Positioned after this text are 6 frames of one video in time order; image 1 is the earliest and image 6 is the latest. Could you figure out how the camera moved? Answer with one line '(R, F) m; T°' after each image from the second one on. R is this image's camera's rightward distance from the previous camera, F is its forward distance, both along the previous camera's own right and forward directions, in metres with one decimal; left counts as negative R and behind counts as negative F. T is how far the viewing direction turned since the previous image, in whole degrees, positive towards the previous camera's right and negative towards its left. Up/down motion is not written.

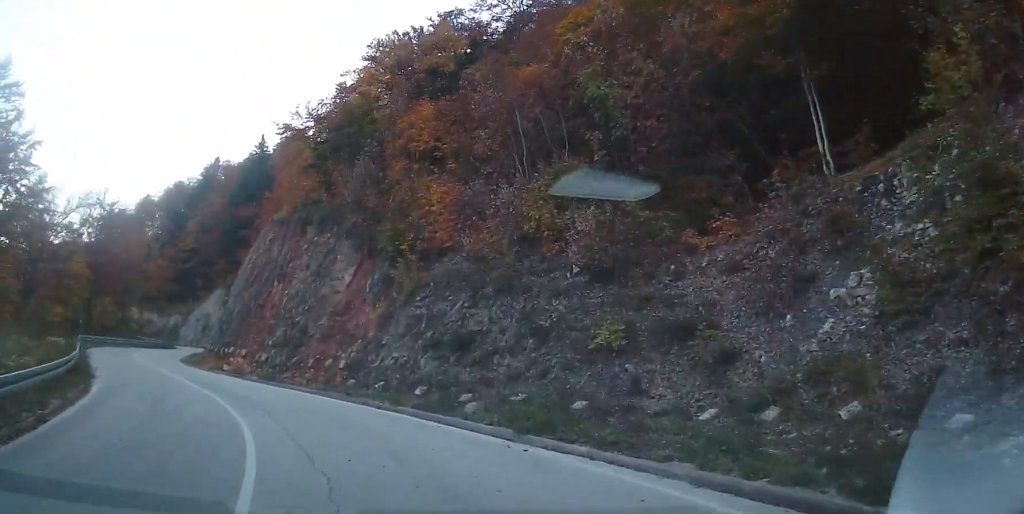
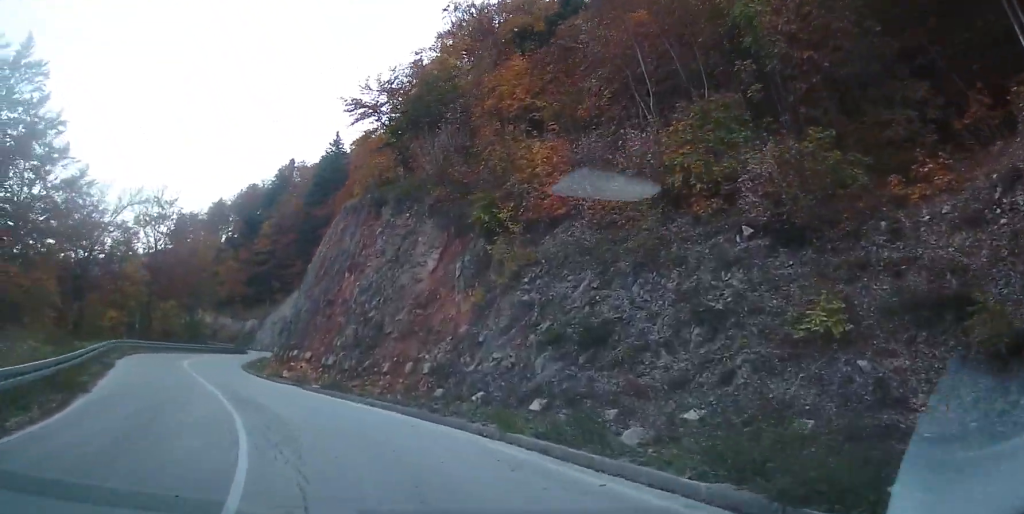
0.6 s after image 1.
(-0.3, +5.2) m; -7°
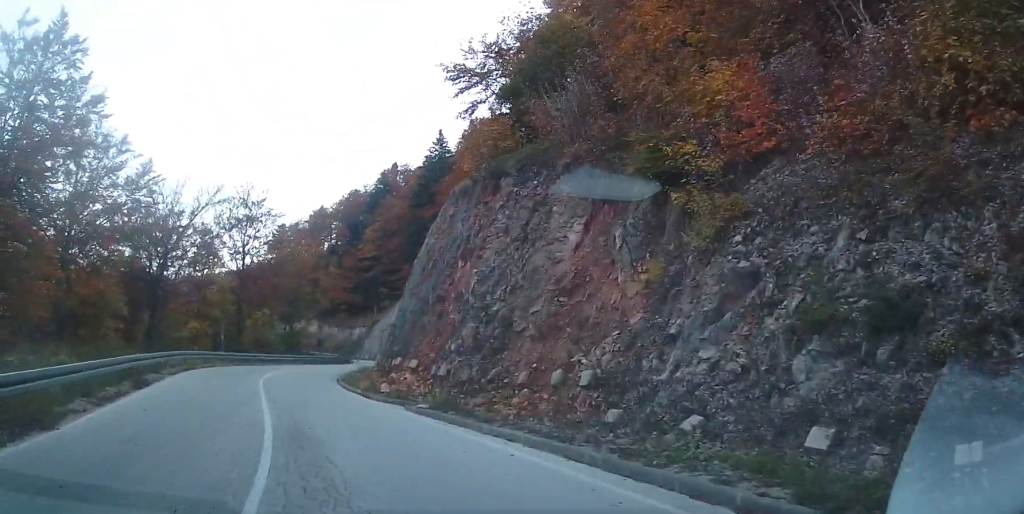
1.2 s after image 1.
(-0.5, +5.6) m; -9°
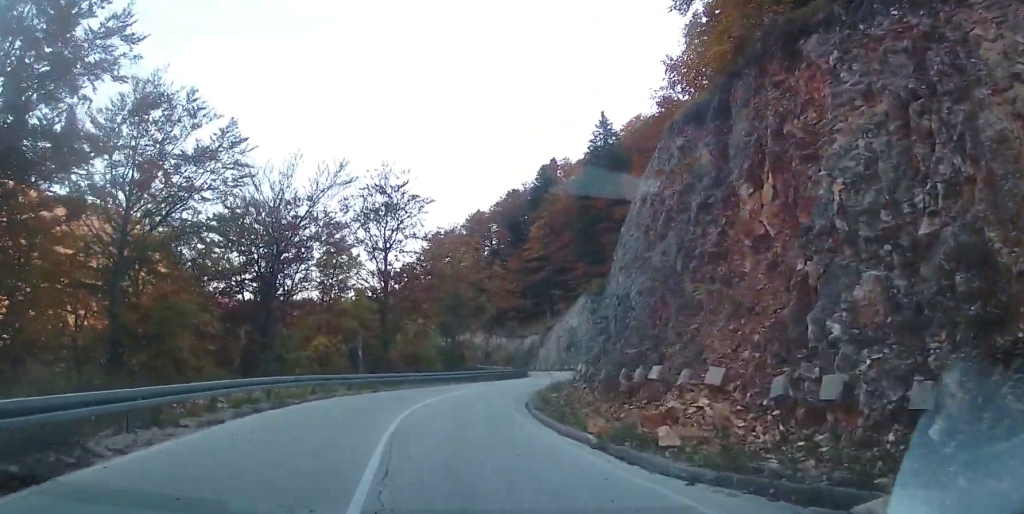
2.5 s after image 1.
(-1.8, +11.1) m; -16°
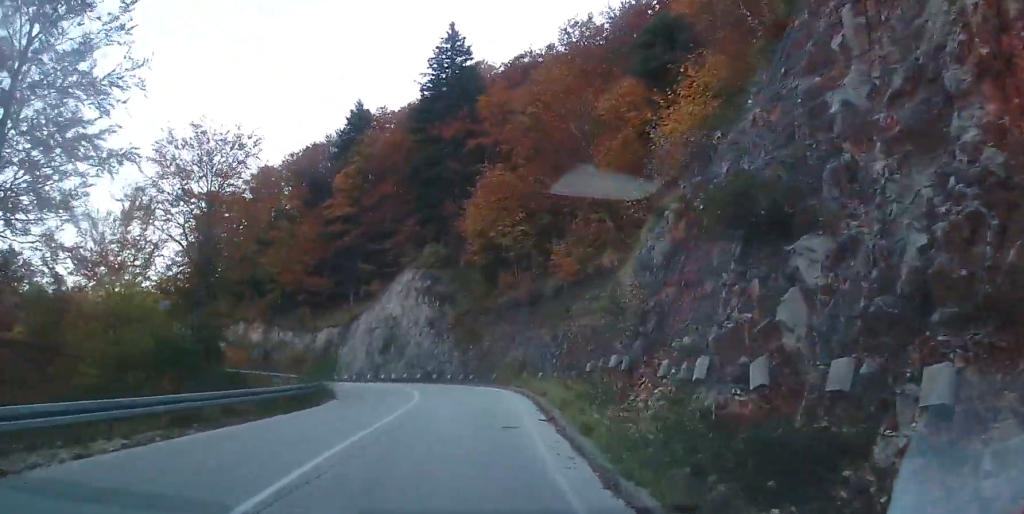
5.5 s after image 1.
(+3.3, +27.3) m; +22°
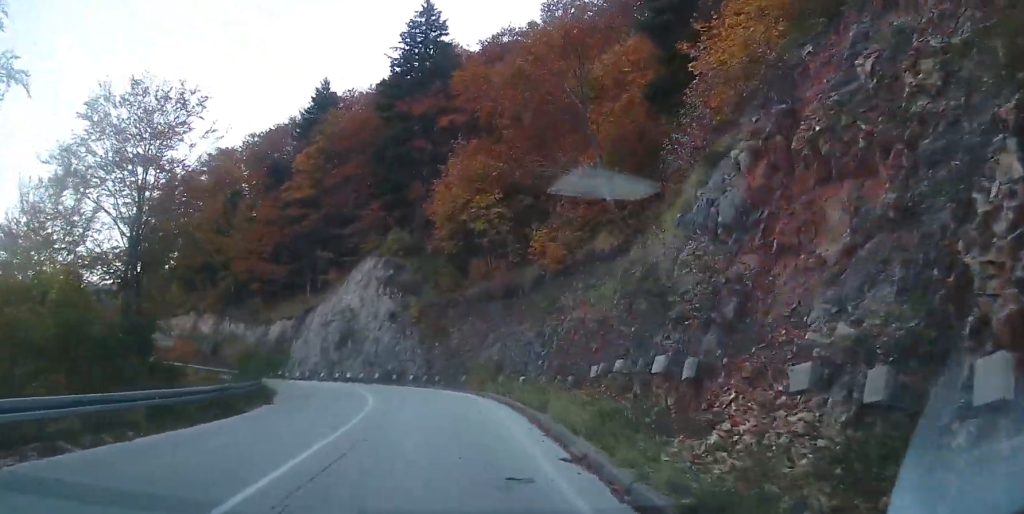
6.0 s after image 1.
(+0.2, +5.1) m; +2°
